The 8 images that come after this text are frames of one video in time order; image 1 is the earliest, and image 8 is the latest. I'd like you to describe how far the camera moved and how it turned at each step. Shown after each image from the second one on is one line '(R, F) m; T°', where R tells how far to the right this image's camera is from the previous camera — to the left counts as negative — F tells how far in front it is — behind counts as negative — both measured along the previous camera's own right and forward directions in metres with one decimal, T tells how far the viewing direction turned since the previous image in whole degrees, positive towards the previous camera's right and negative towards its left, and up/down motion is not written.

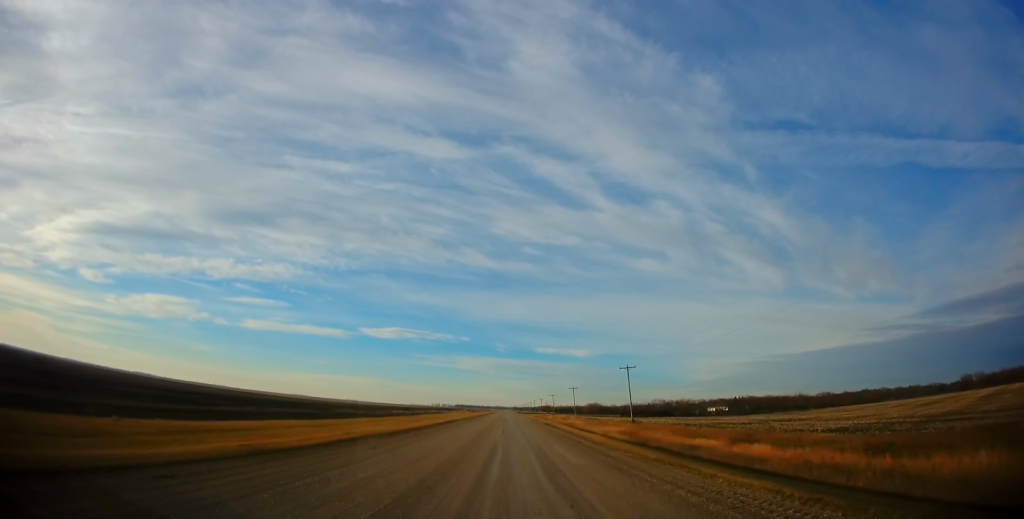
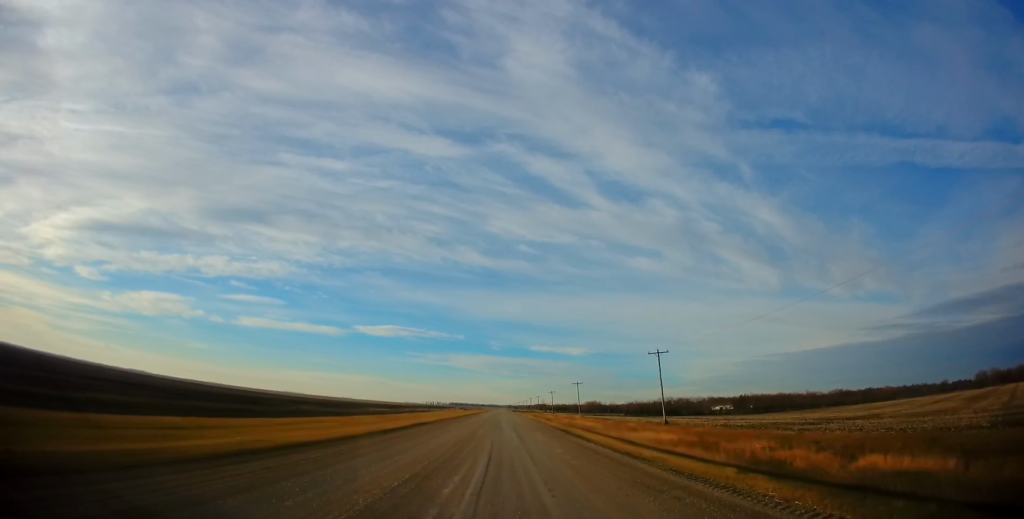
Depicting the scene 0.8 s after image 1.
(-0.1, +18.7) m; 0°
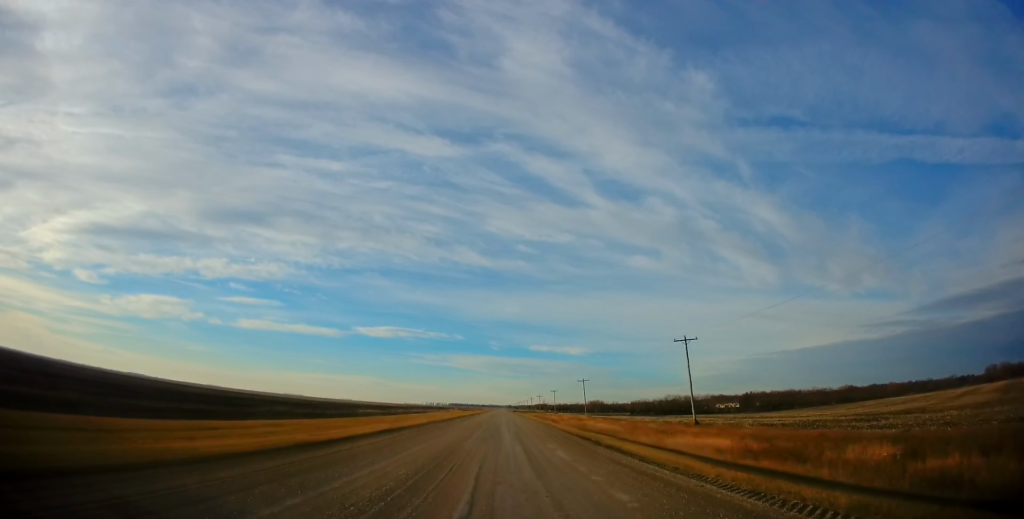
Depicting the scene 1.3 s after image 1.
(0.0, +10.4) m; 0°
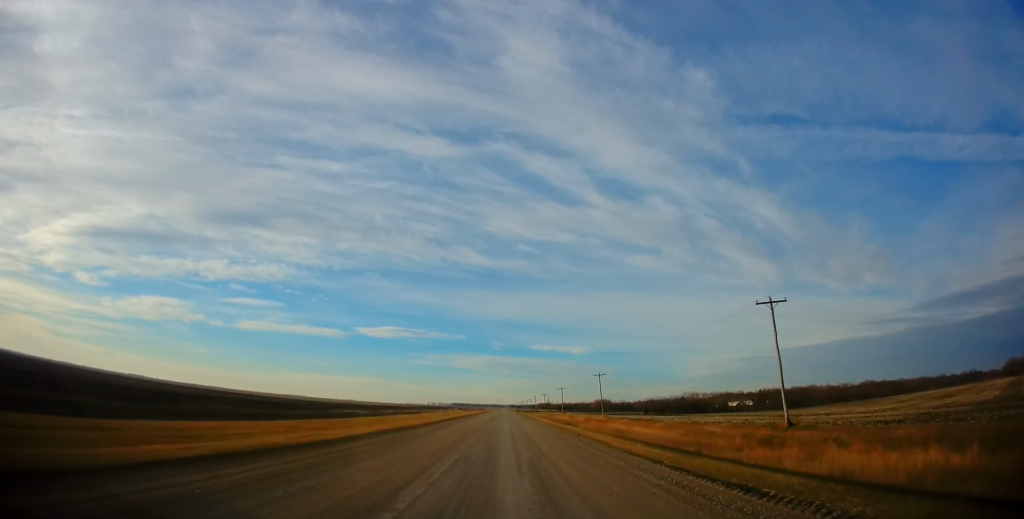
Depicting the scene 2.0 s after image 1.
(0.0, +19.2) m; +1°
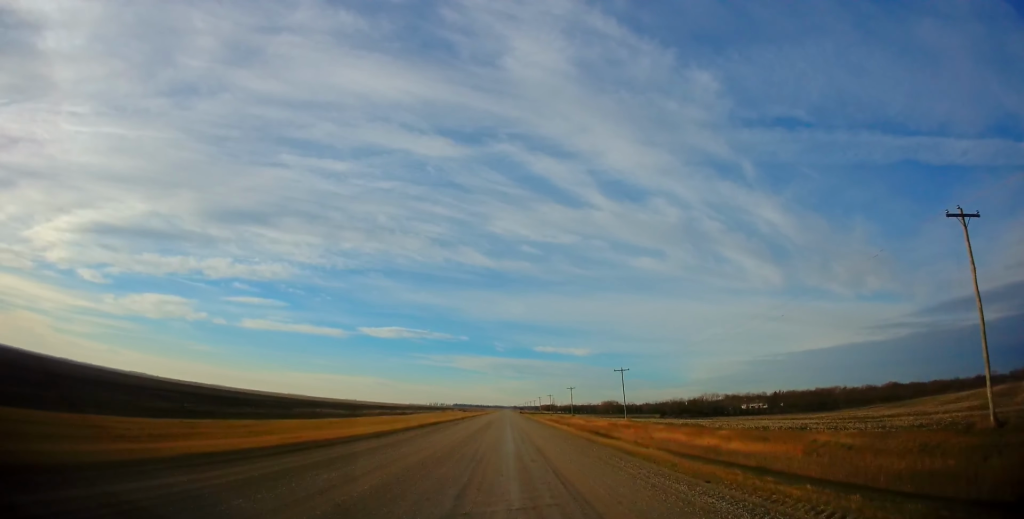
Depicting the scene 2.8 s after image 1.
(-0.1, +20.0) m; +2°
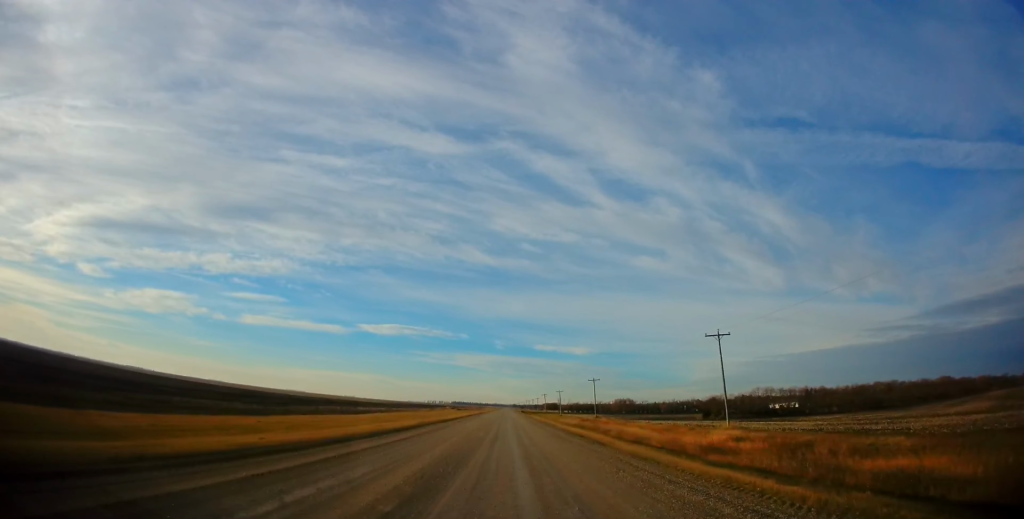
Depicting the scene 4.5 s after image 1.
(-0.3, +47.5) m; -3°
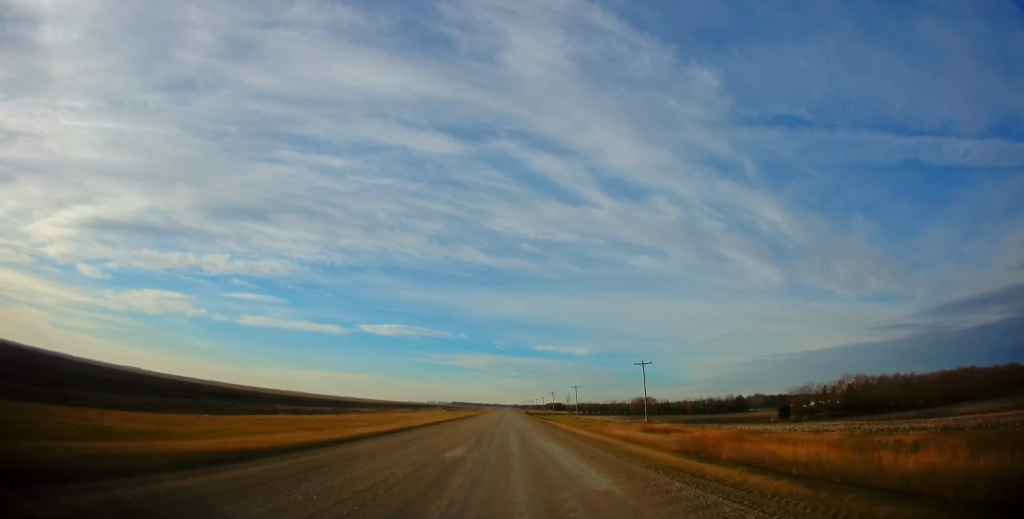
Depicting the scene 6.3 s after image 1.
(+0.1, +48.4) m; 0°
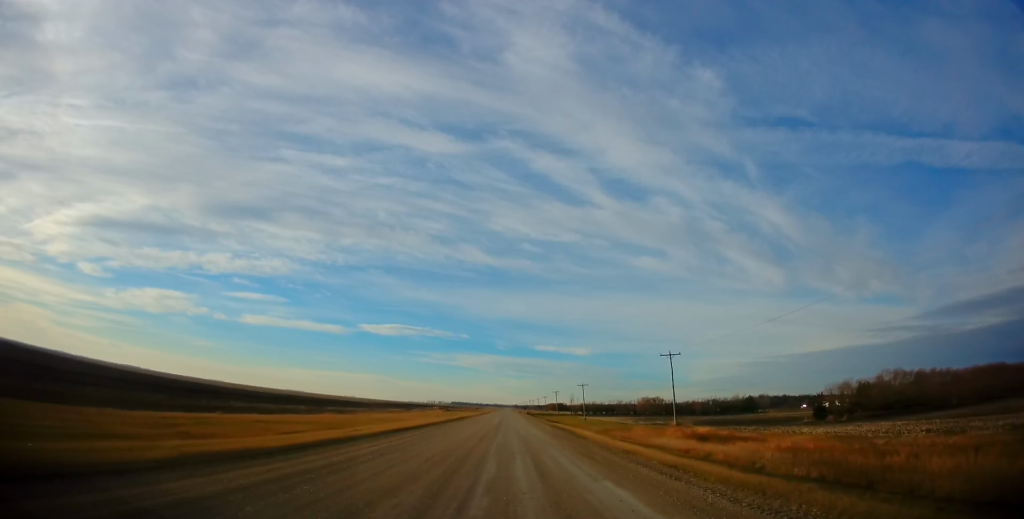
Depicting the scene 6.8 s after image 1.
(+0.1, +14.0) m; 0°
